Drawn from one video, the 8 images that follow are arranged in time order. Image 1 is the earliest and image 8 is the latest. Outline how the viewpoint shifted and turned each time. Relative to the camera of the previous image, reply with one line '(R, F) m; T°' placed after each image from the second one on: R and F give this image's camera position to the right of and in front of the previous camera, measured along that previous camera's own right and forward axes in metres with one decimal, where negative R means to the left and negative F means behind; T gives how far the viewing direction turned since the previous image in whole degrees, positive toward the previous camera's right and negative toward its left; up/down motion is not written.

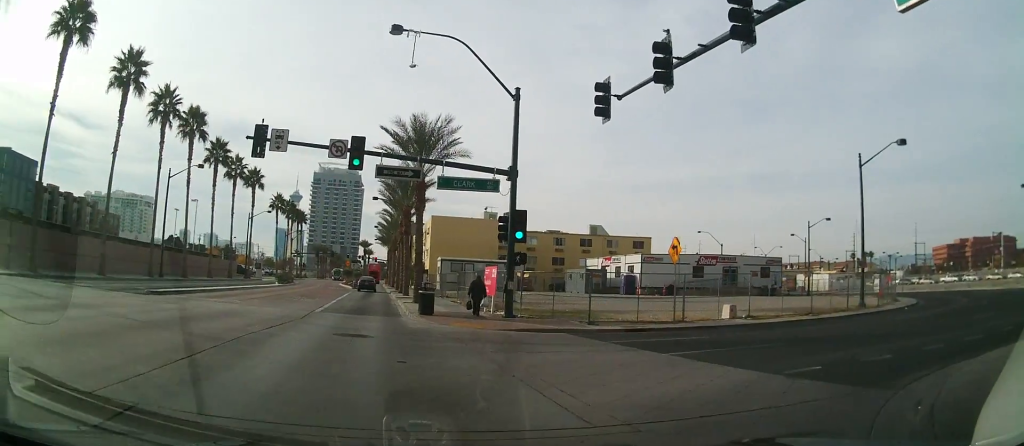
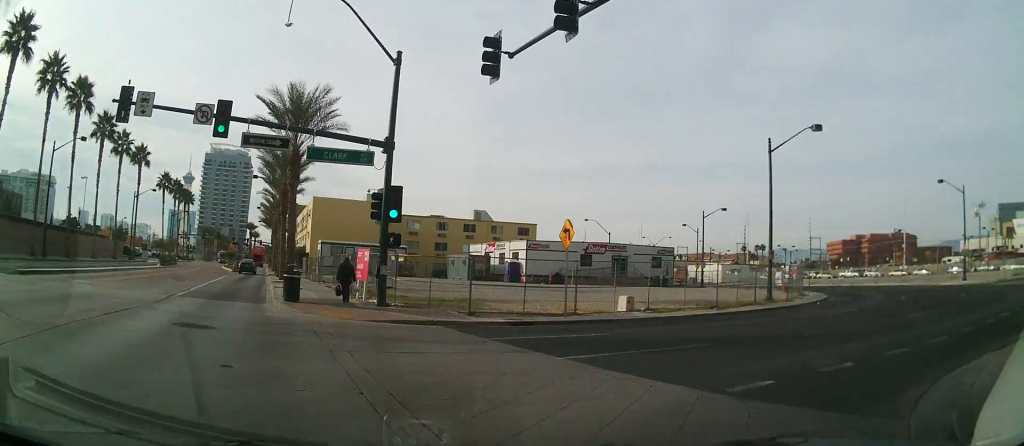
(-0.1, +3.2) m; +7°
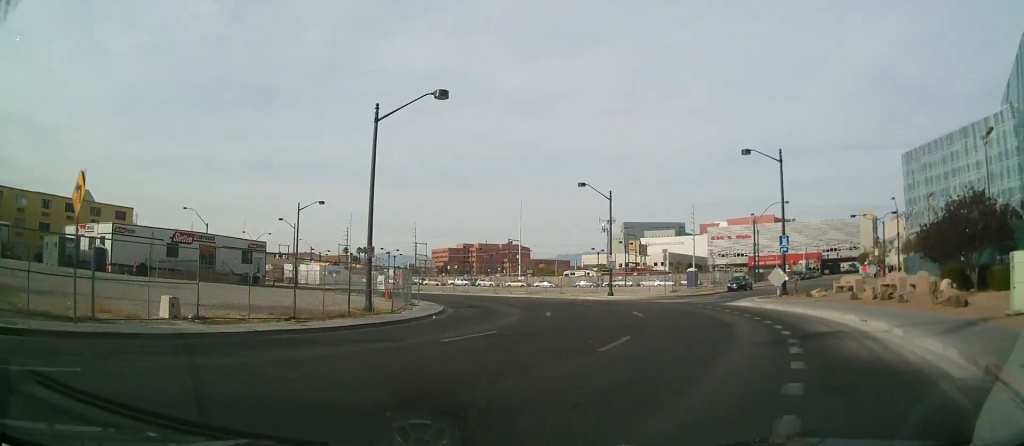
(+2.6, +7.3) m; +49°
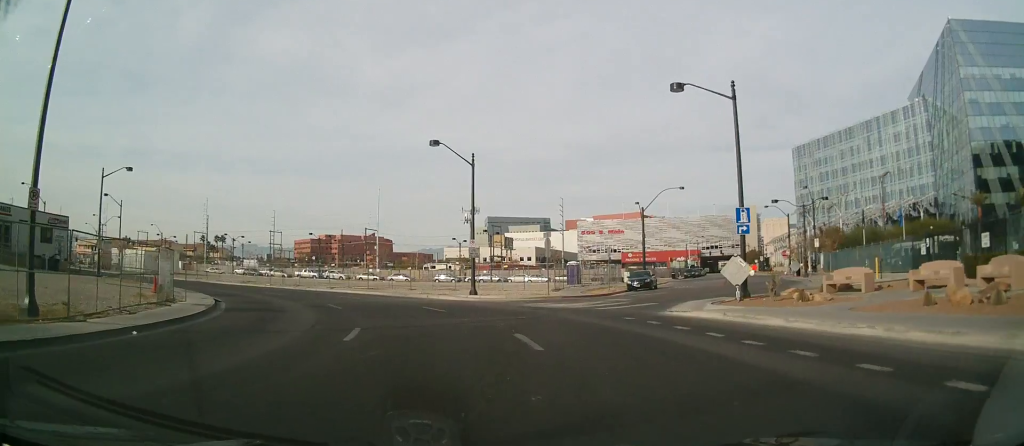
(+3.6, +13.1) m; +6°
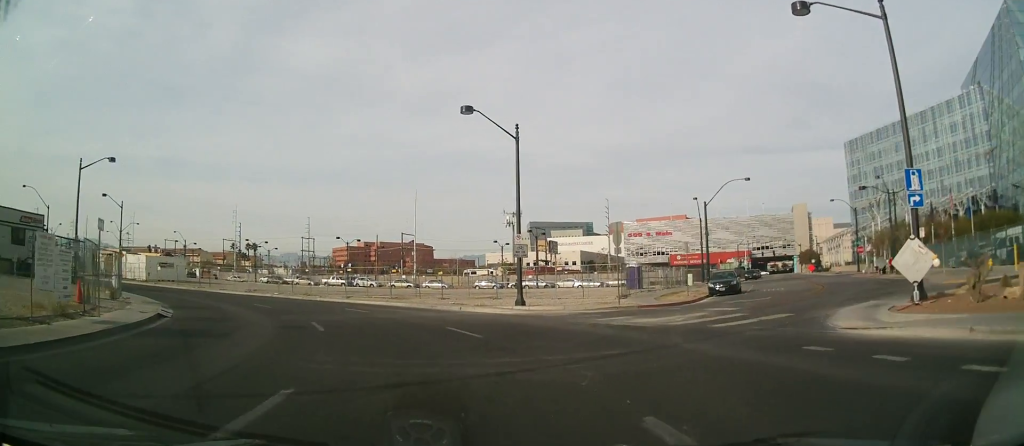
(-1.0, +8.5) m; -11°
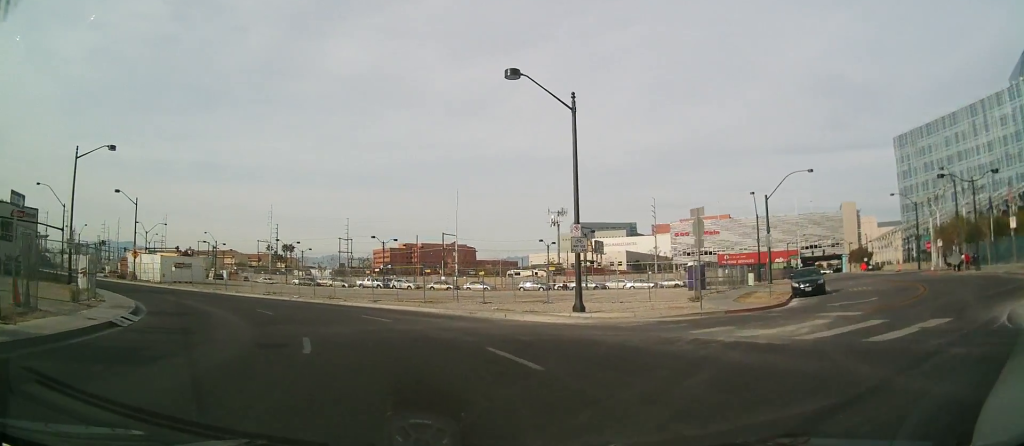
(-0.3, +5.4) m; -5°
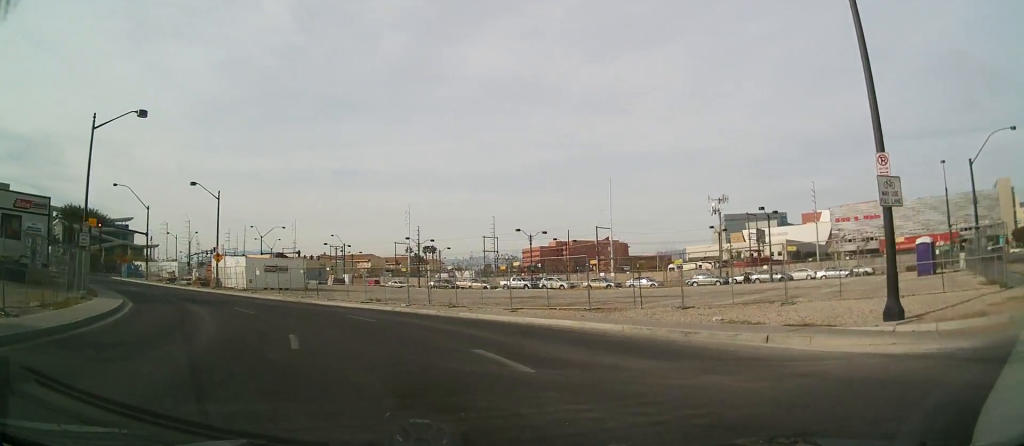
(-0.9, +12.1) m; -9°
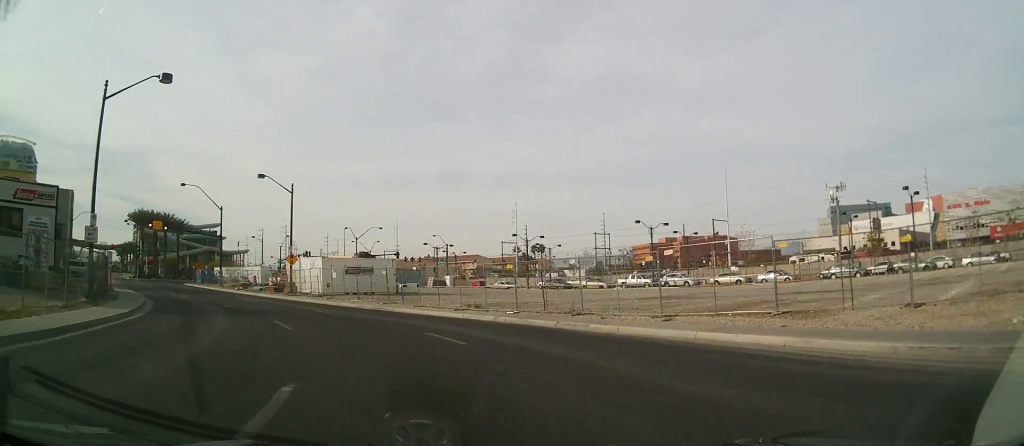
(-0.2, +7.3) m; -8°
